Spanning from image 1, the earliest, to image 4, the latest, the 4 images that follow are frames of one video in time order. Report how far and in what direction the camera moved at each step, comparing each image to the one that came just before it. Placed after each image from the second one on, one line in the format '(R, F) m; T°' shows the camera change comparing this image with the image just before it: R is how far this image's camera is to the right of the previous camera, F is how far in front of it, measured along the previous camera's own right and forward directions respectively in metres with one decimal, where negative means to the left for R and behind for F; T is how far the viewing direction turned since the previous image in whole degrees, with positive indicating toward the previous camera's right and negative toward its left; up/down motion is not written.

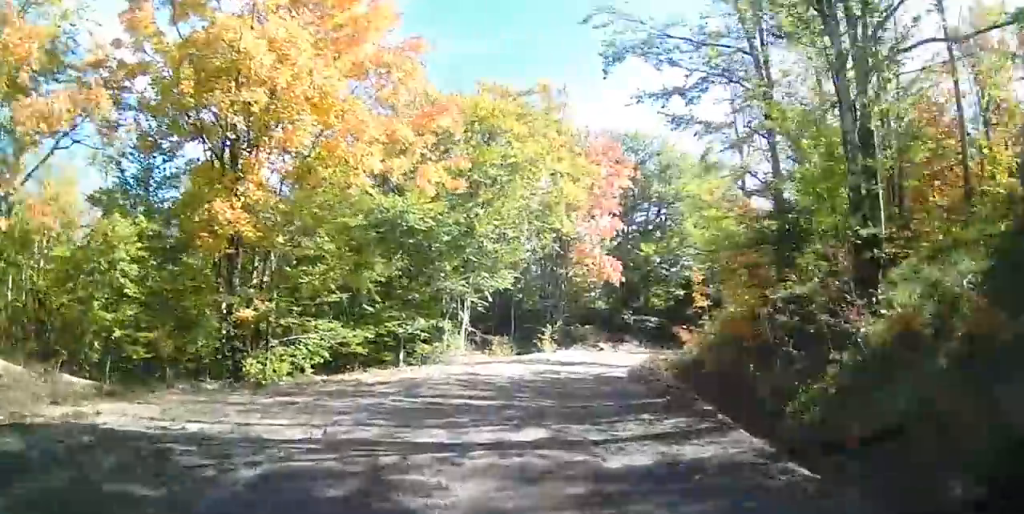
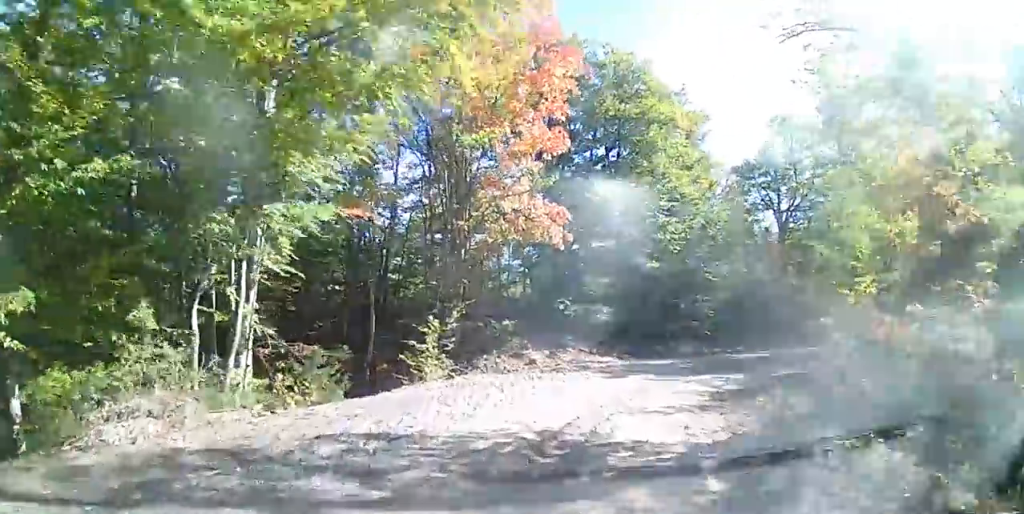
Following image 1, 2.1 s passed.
(+3.2, +16.8) m; +20°
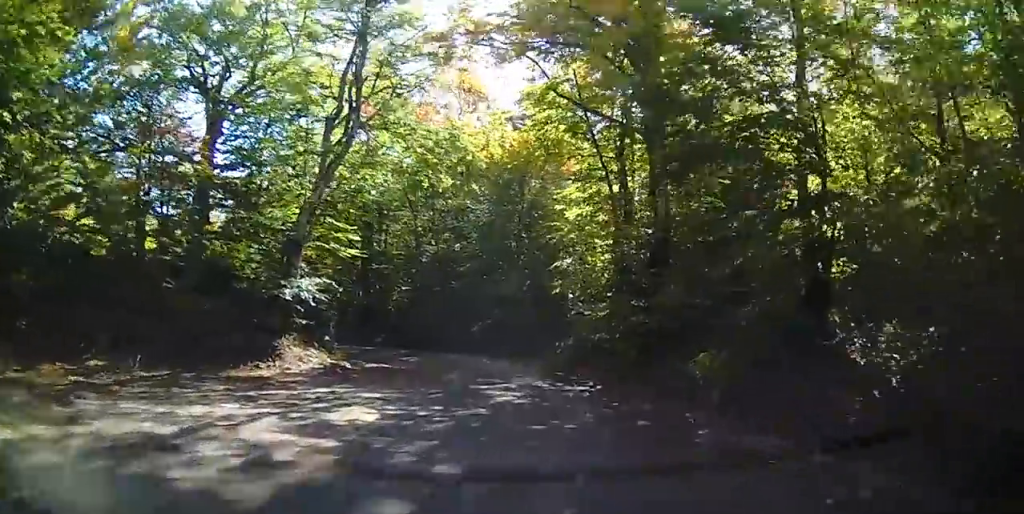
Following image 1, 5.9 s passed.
(+7.0, +24.9) m; +39°
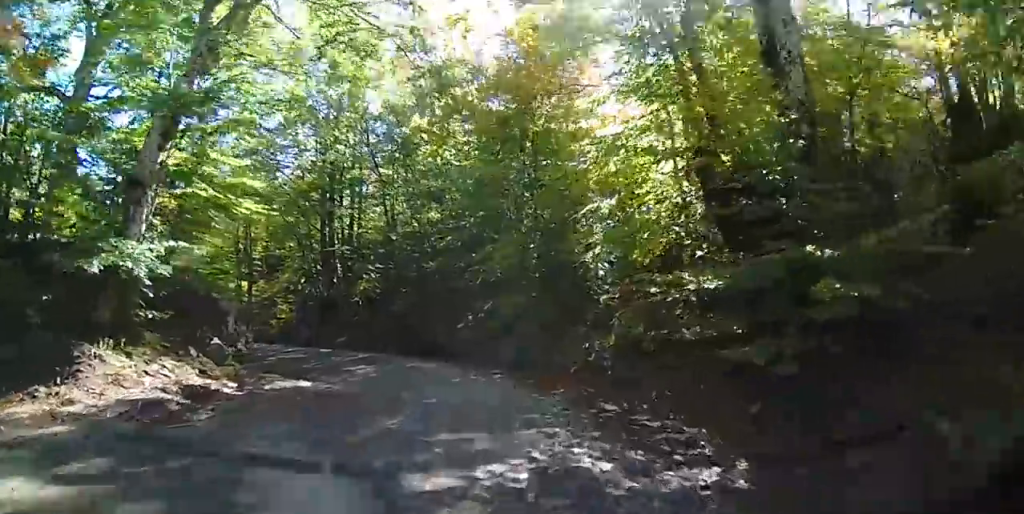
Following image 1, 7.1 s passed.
(+0.2, +7.6) m; -2°
